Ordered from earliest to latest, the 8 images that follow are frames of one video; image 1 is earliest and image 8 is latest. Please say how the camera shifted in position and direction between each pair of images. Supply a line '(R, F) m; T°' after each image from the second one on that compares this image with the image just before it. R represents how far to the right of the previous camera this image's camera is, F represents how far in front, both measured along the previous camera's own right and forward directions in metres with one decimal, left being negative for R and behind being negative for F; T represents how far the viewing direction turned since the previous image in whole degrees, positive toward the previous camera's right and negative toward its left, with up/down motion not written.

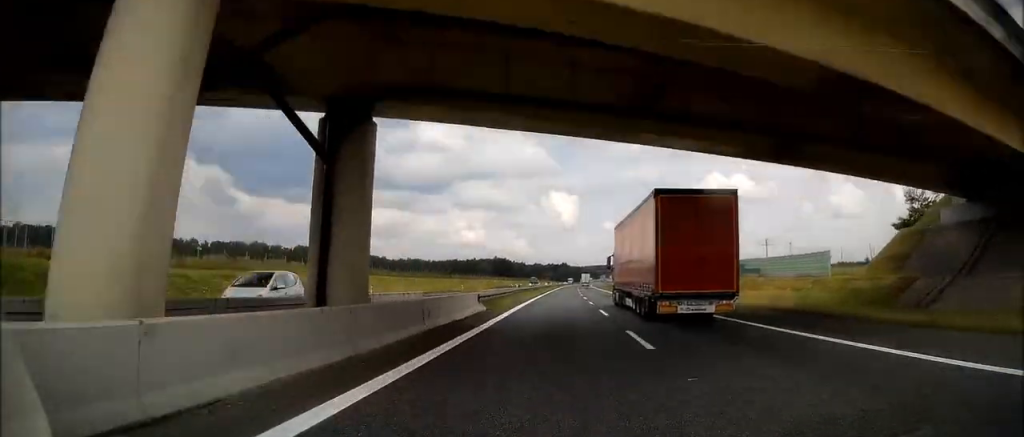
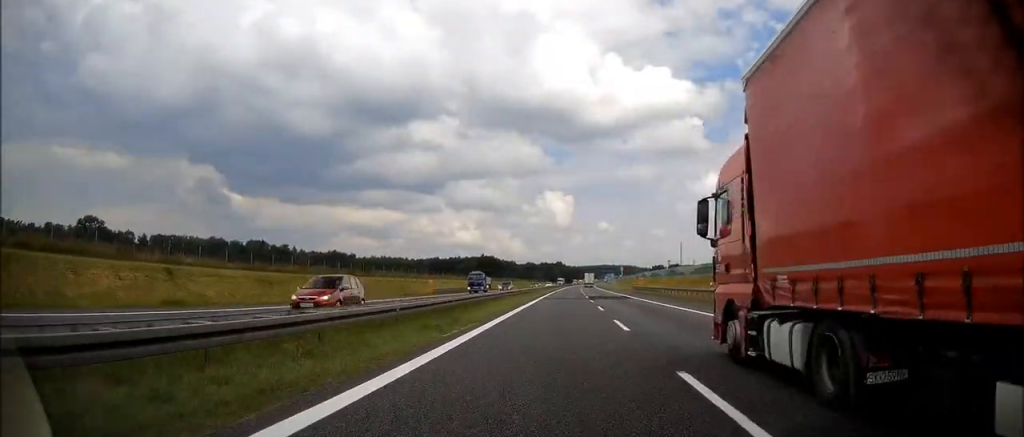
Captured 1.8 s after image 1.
(+0.2, +67.8) m; 0°
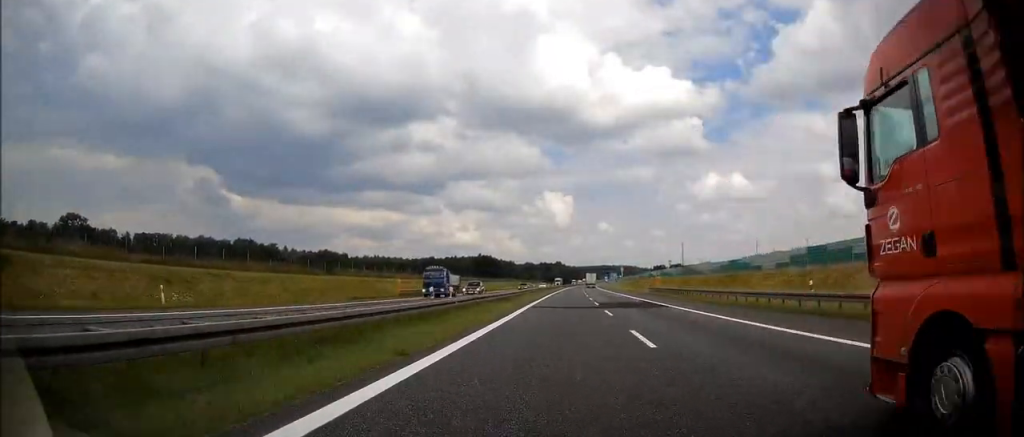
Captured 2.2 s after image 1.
(0.0, +16.3) m; 0°
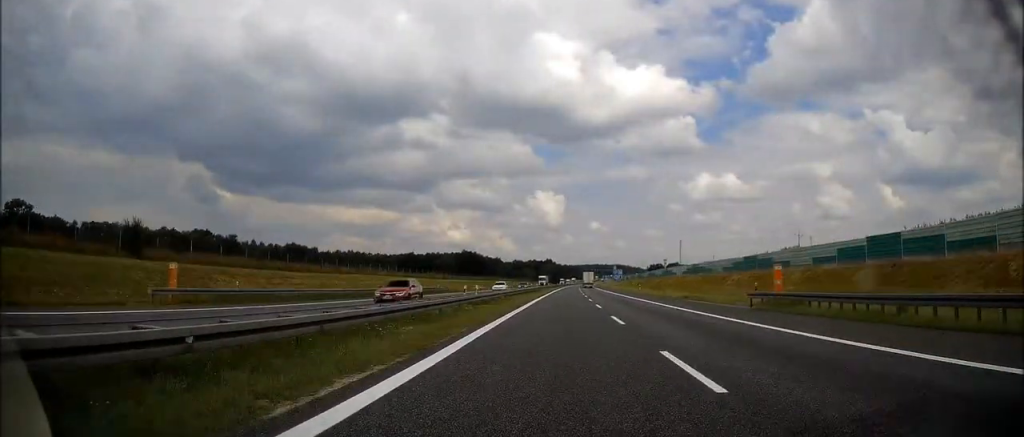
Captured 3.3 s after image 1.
(+0.2, +41.3) m; 0°
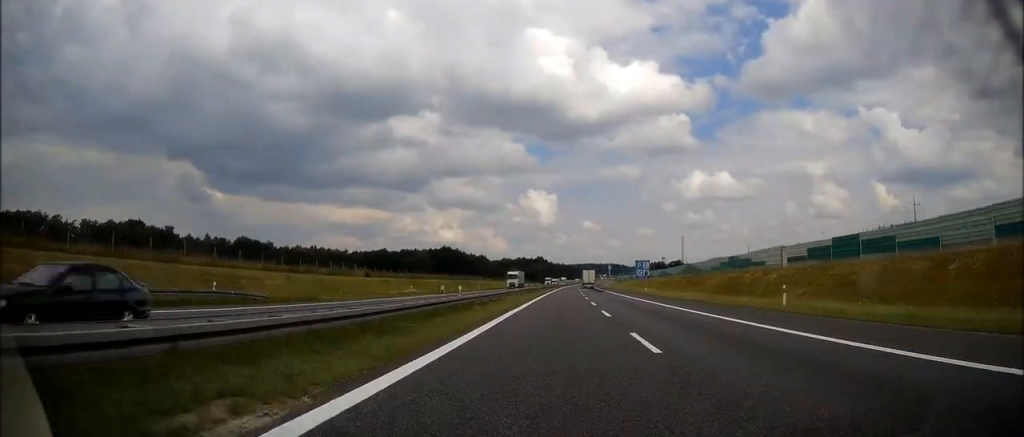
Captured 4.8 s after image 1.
(+0.2, +56.1) m; +1°
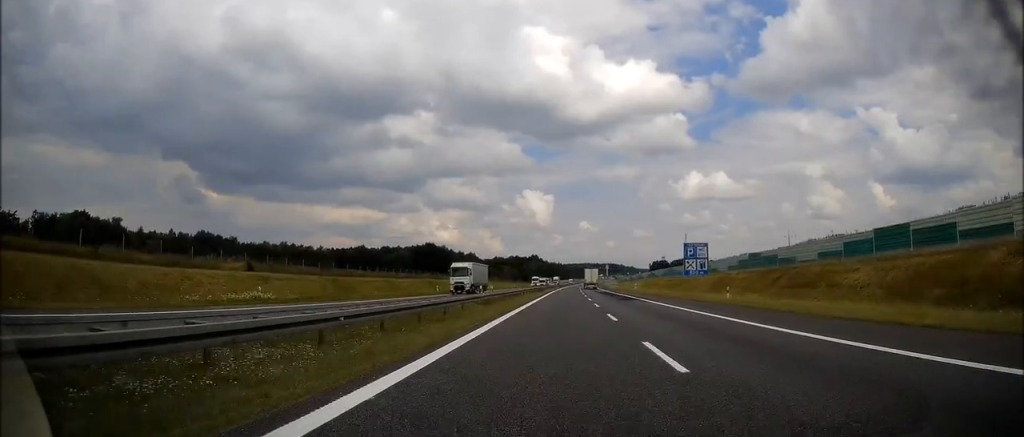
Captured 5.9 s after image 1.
(+0.2, +38.6) m; 0°
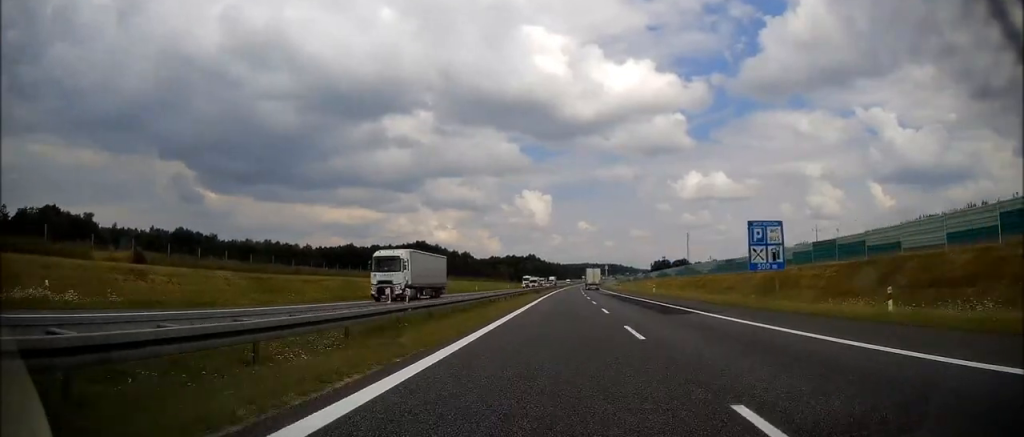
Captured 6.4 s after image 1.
(0.0, +18.7) m; 0°
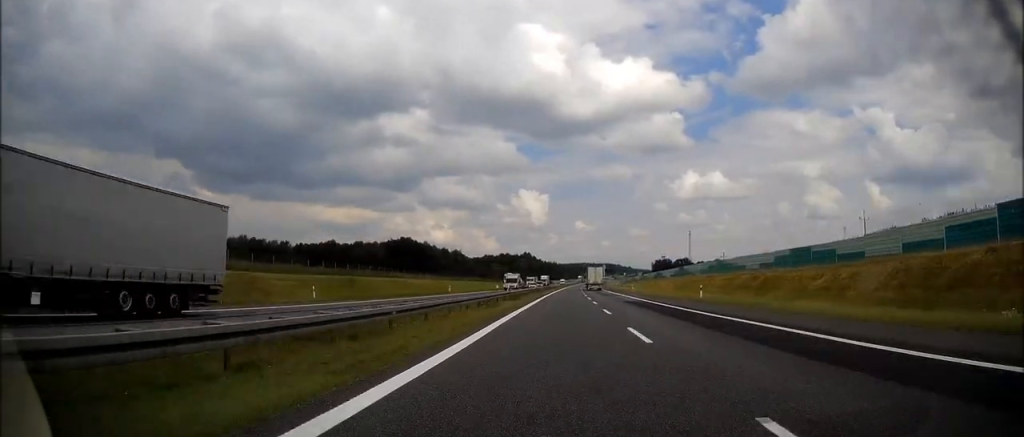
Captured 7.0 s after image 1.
(0.0, +24.9) m; 0°
